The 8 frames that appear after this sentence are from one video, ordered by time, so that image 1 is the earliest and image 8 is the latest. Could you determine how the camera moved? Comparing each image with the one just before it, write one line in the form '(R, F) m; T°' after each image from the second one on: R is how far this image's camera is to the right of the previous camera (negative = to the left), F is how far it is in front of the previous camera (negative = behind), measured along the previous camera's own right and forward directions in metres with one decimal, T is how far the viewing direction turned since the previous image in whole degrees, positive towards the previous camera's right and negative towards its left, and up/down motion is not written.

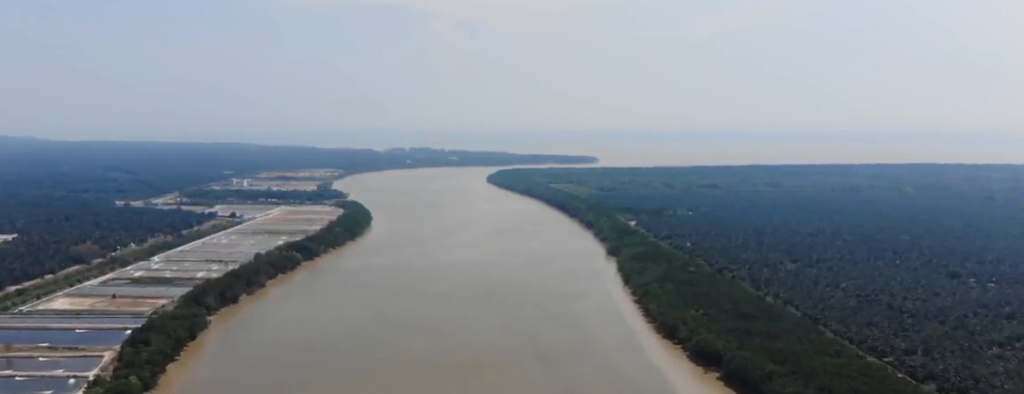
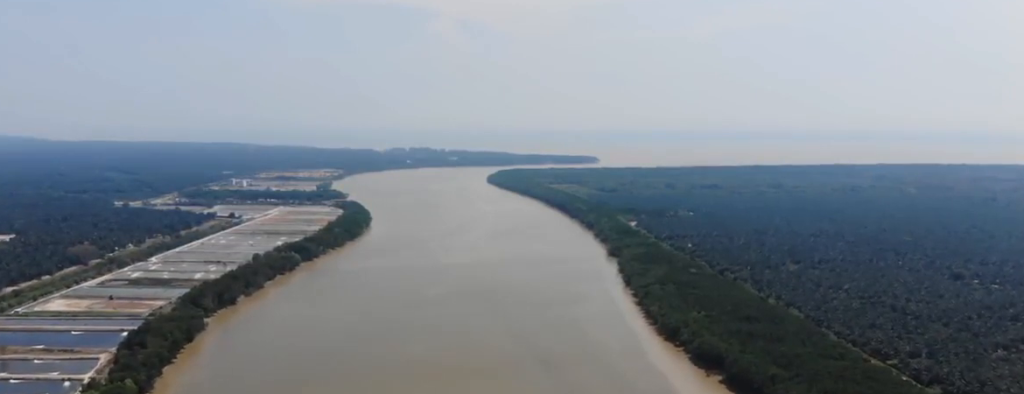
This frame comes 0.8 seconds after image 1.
(0.0, +6.1) m; -1°
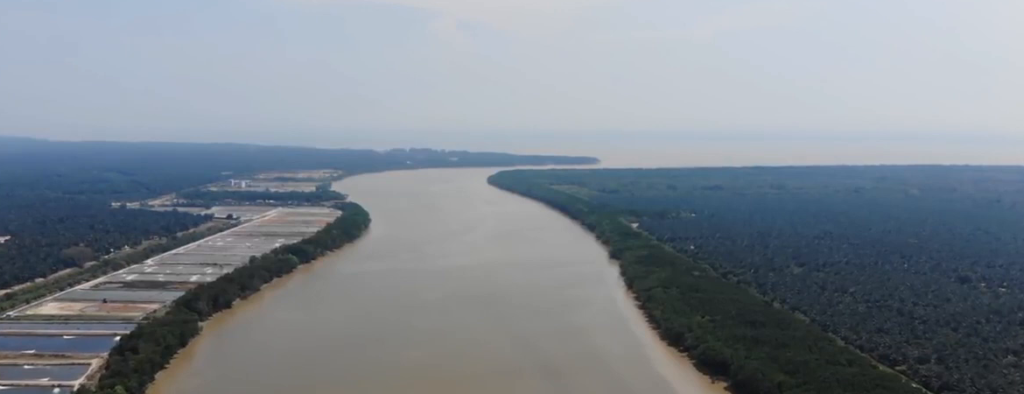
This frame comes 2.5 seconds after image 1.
(-0.2, +12.1) m; -1°
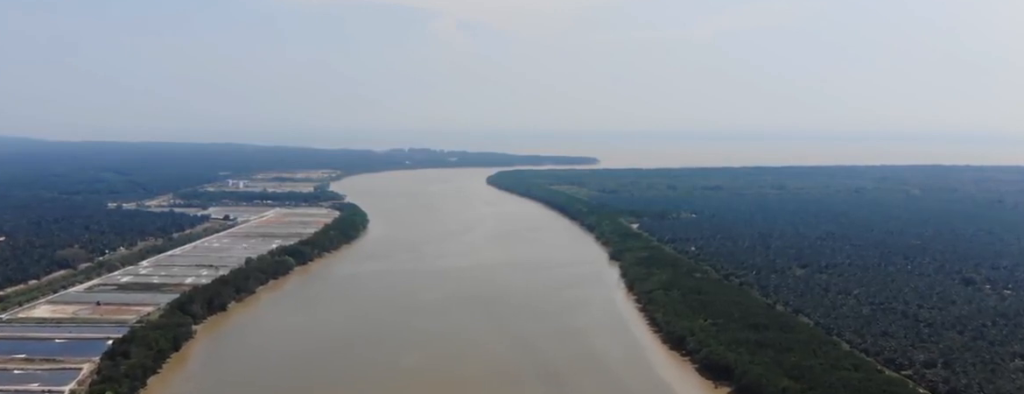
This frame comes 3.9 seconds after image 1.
(+0.4, +10.5) m; +4°
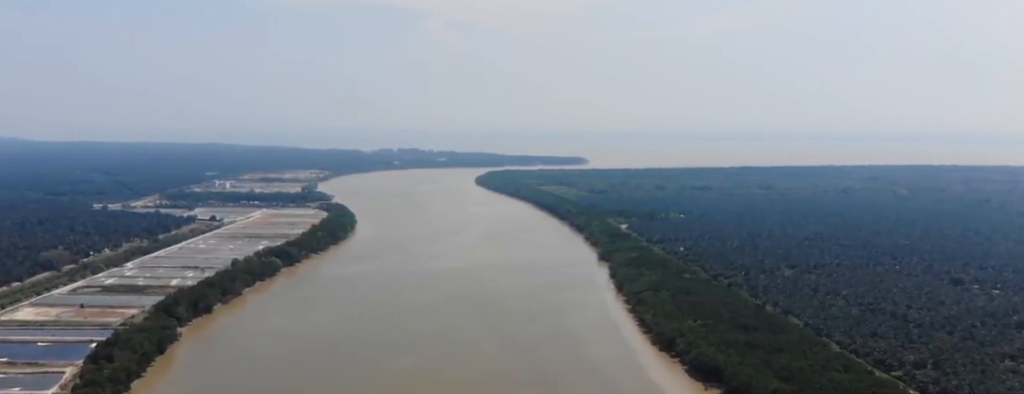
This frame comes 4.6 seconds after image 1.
(+0.1, +5.1) m; 0°
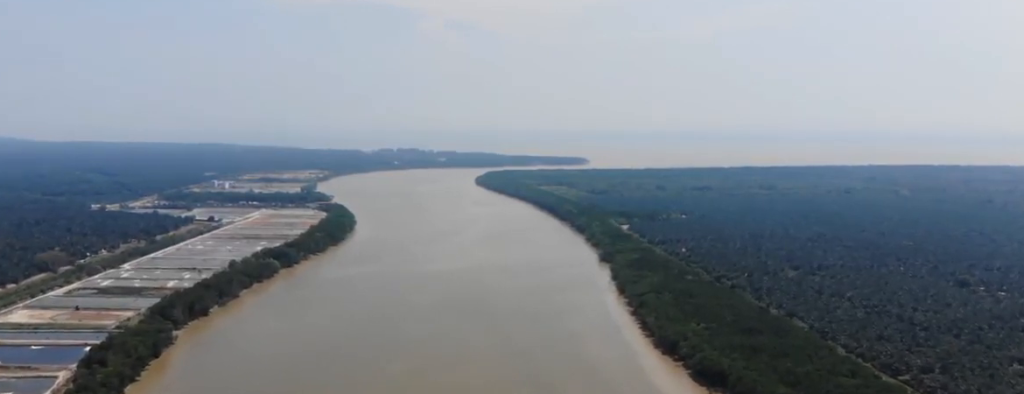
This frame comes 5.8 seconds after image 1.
(-0.2, +9.5) m; -1°
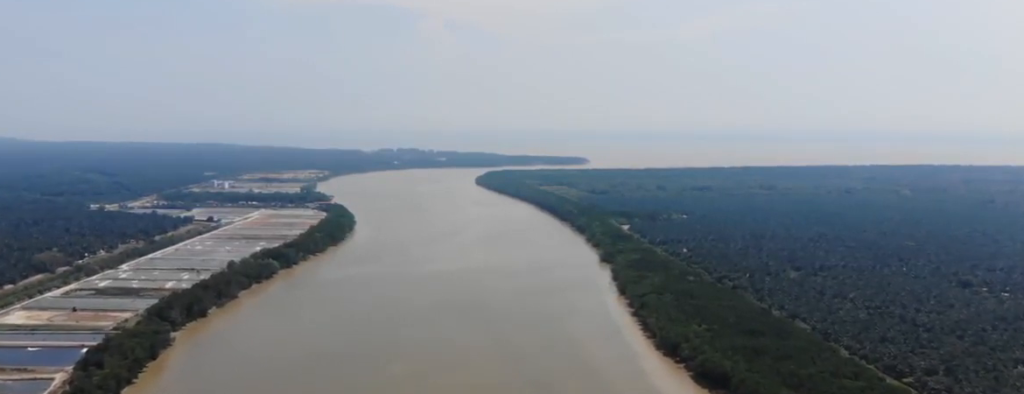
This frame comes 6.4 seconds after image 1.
(0.0, +4.8) m; 0°
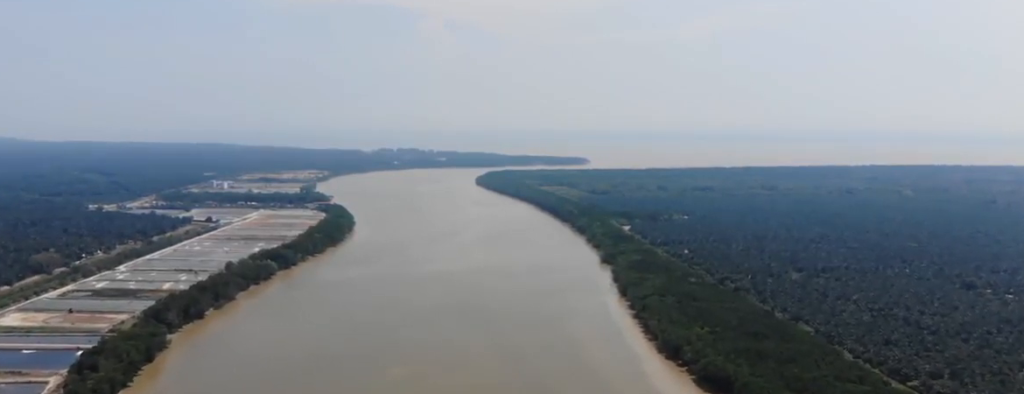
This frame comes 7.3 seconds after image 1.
(0.0, +6.6) m; +1°
